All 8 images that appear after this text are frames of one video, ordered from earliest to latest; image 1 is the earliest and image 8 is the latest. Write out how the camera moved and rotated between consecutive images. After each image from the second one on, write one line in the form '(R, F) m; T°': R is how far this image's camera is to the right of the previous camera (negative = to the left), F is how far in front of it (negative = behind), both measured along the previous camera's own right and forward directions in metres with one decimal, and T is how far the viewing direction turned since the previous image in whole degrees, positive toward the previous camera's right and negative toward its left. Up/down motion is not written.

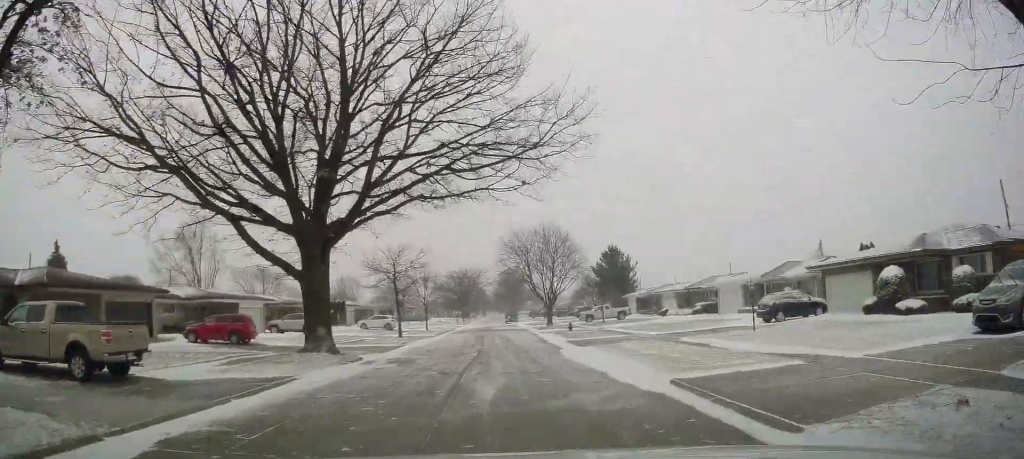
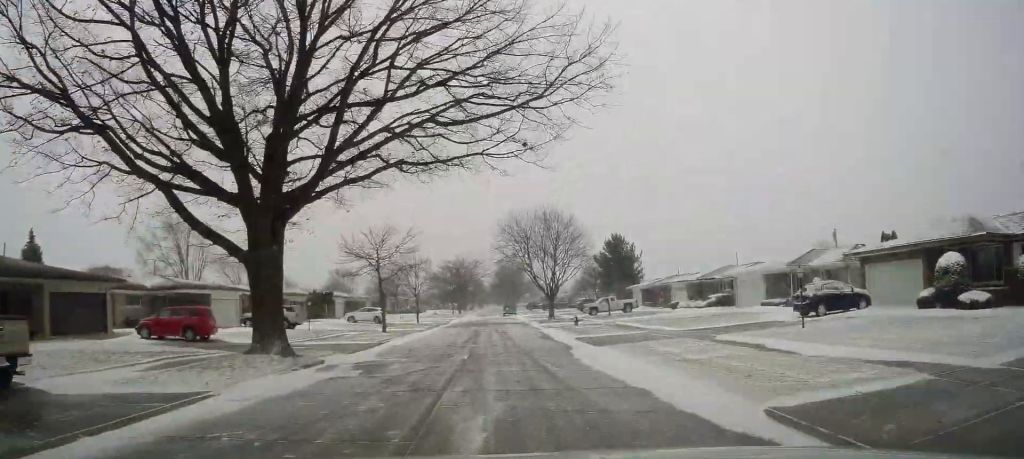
(-0.1, +4.7) m; +1°
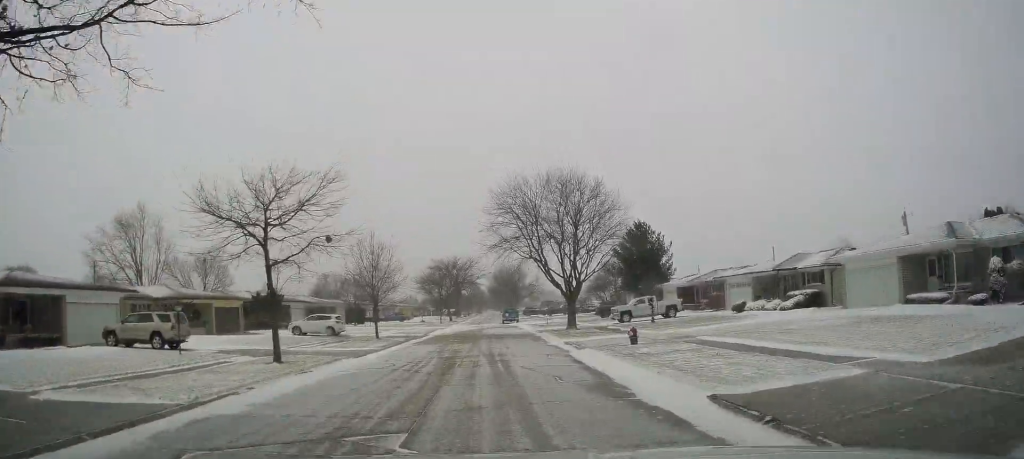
(-1.2, +16.3) m; -9°
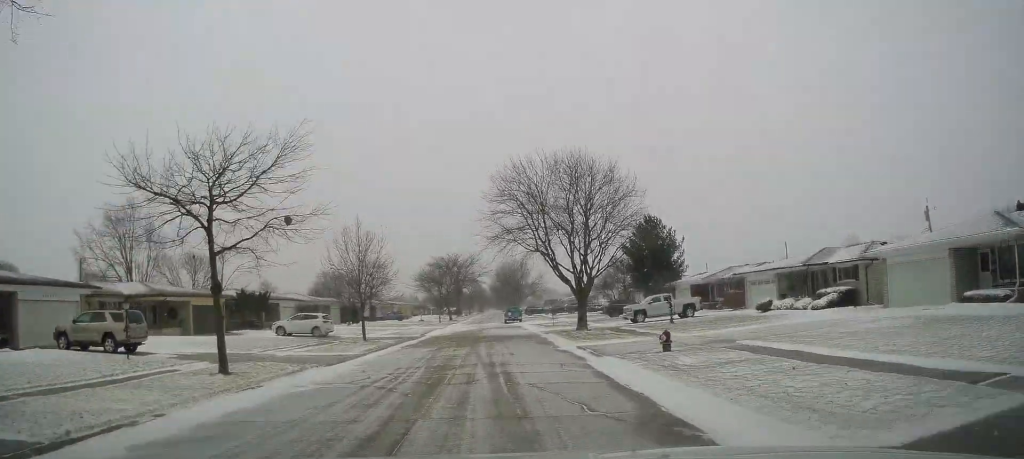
(+0.2, +4.1) m; +1°
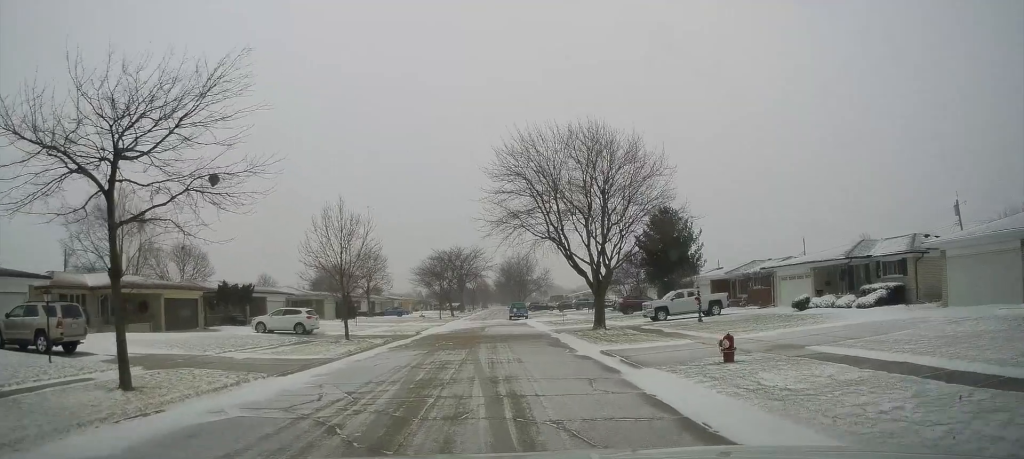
(+0.2, +4.4) m; +2°
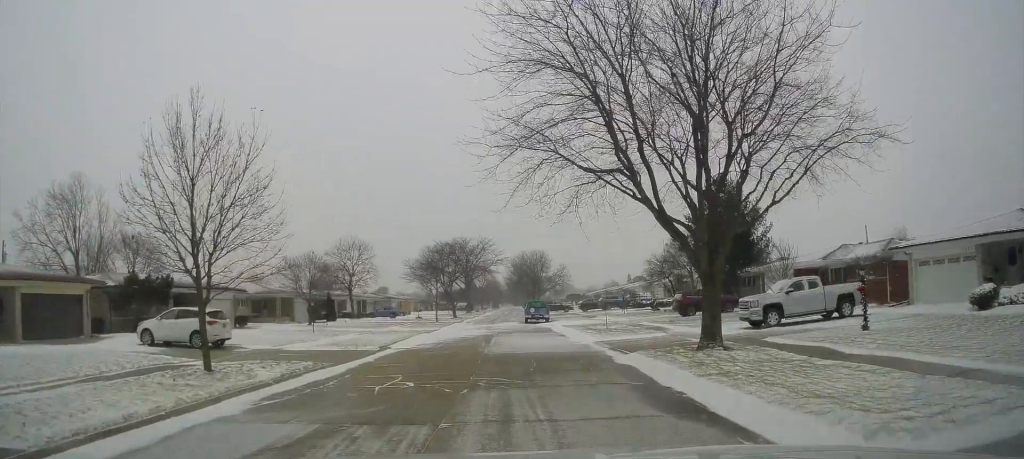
(-0.2, +14.2) m; -2°
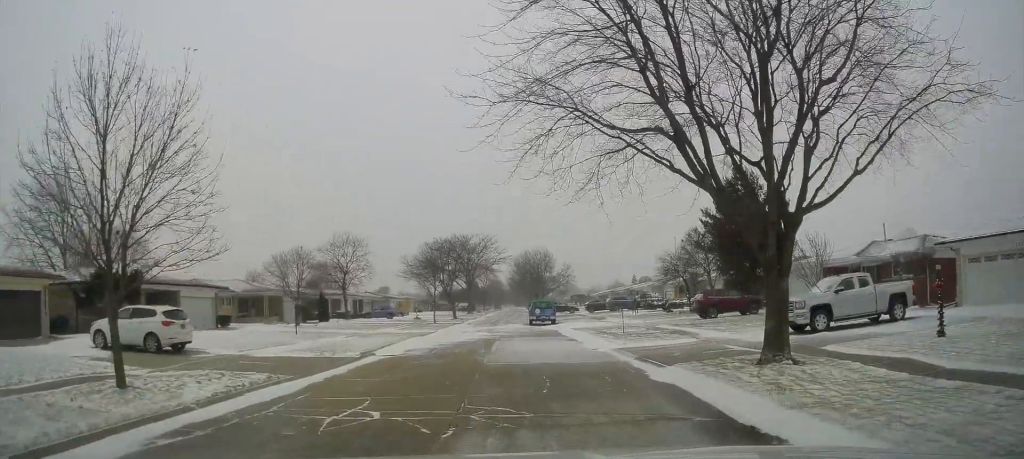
(-0.2, +3.5) m; 0°
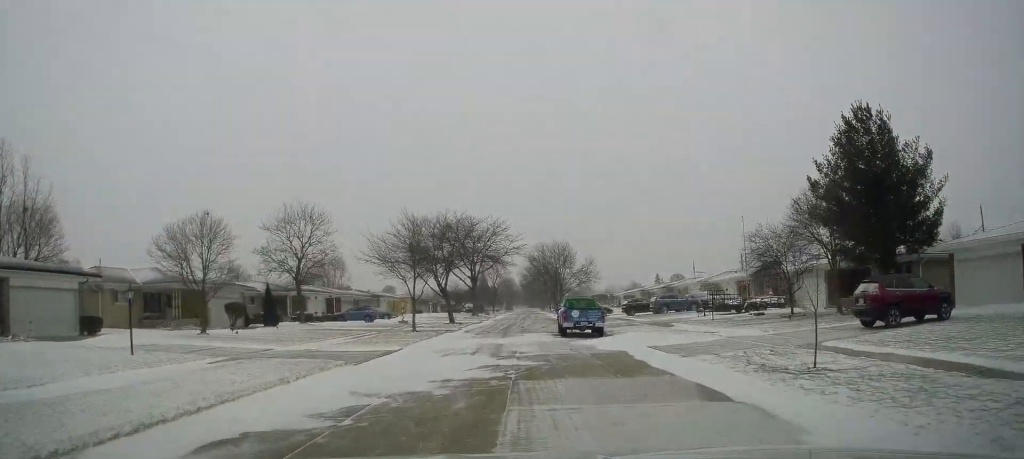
(-0.9, +17.3) m; -3°
